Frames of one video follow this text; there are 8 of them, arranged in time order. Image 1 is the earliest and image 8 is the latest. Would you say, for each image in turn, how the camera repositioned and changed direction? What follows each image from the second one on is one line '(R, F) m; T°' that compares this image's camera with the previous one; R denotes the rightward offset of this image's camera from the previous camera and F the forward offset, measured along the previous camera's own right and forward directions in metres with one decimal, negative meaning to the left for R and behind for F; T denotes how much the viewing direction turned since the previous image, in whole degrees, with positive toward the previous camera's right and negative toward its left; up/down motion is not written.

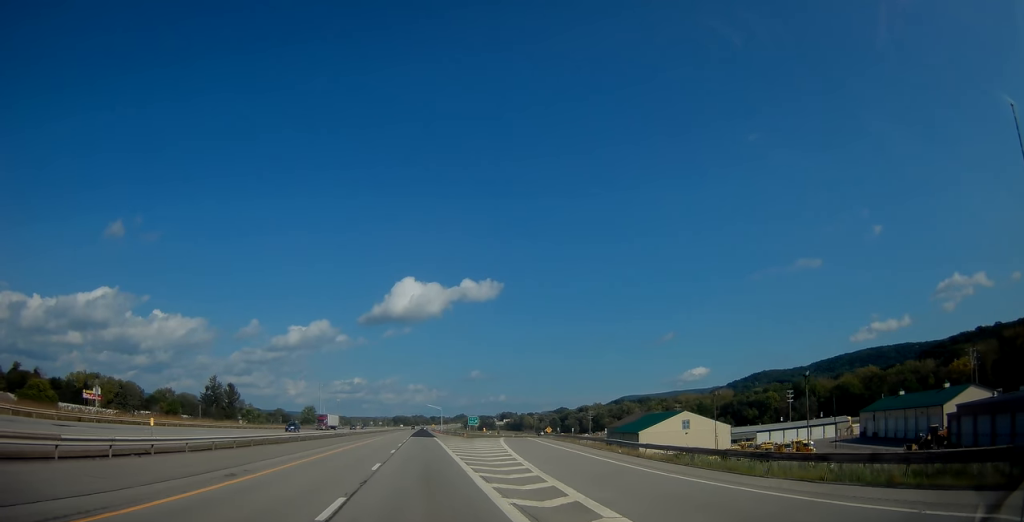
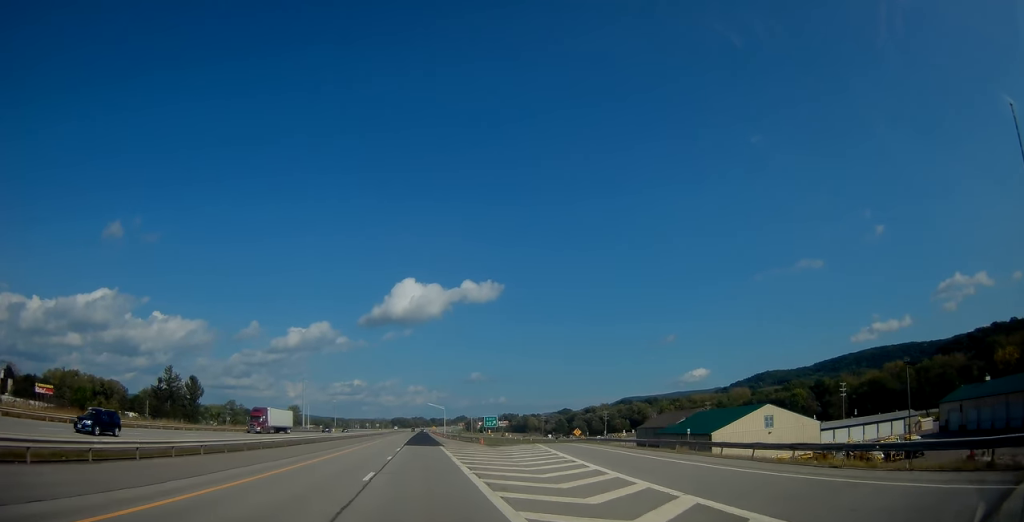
(-0.2, +28.2) m; -1°
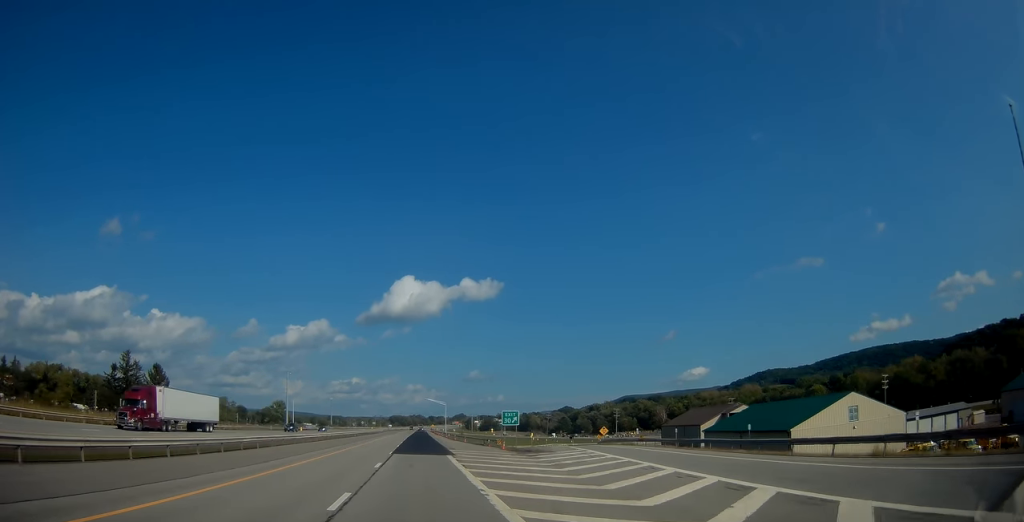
(-0.1, +19.4) m; 0°
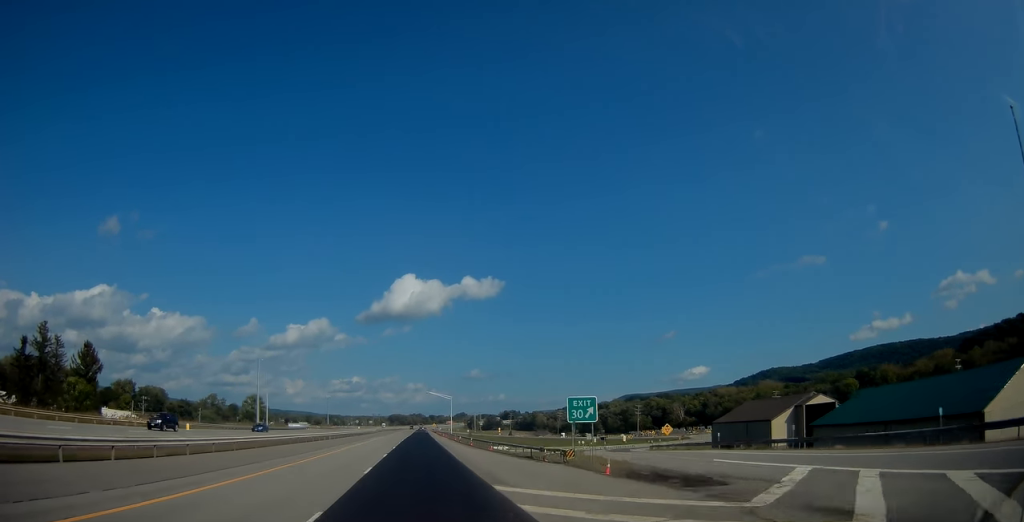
(+0.1, +28.0) m; +1°
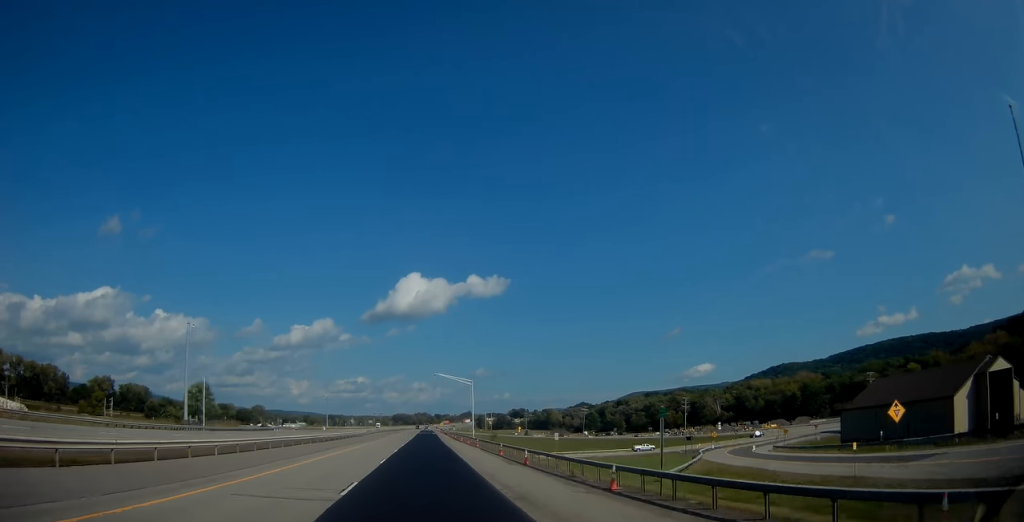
(-0.1, +42.3) m; -1°
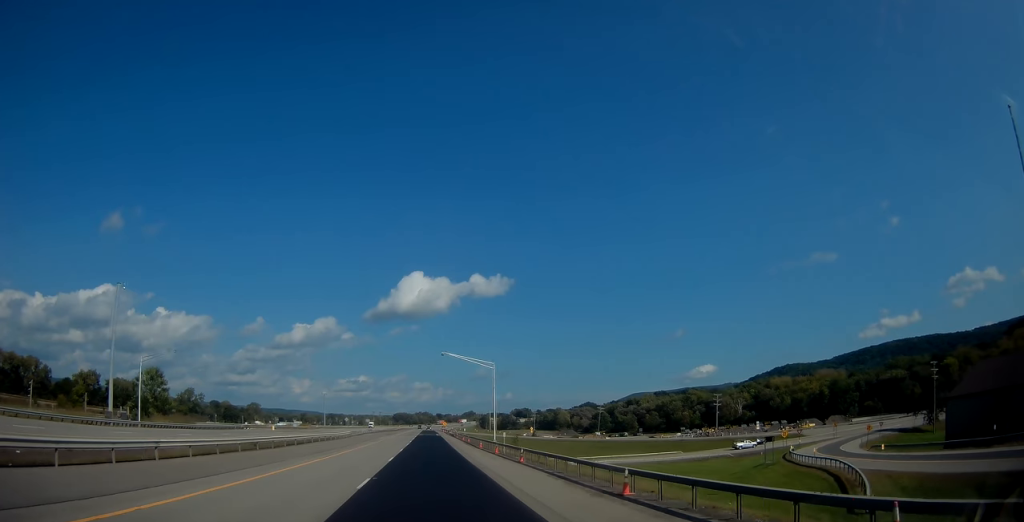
(-0.1, +23.1) m; 0°
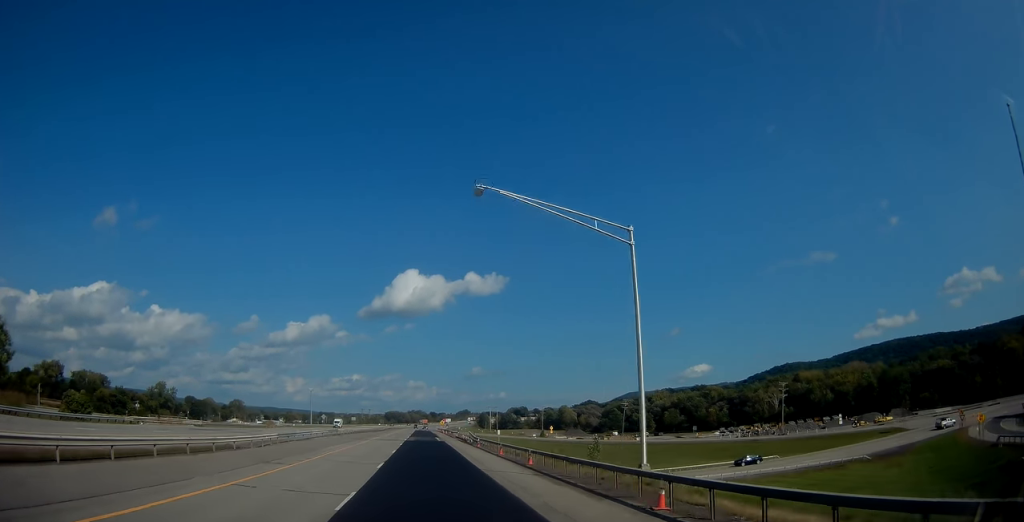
(0.0, +41.4) m; 0°
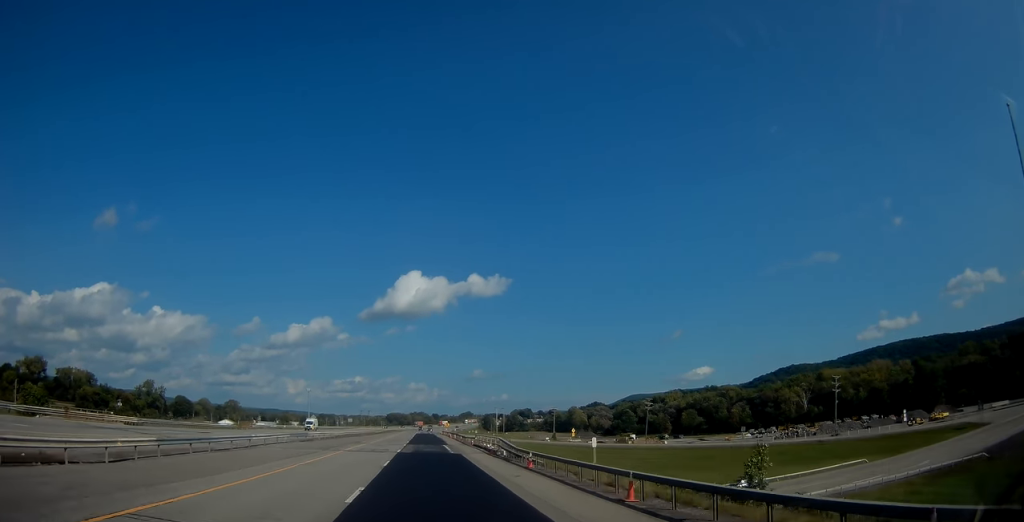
(0.0, +22.2) m; +1°
